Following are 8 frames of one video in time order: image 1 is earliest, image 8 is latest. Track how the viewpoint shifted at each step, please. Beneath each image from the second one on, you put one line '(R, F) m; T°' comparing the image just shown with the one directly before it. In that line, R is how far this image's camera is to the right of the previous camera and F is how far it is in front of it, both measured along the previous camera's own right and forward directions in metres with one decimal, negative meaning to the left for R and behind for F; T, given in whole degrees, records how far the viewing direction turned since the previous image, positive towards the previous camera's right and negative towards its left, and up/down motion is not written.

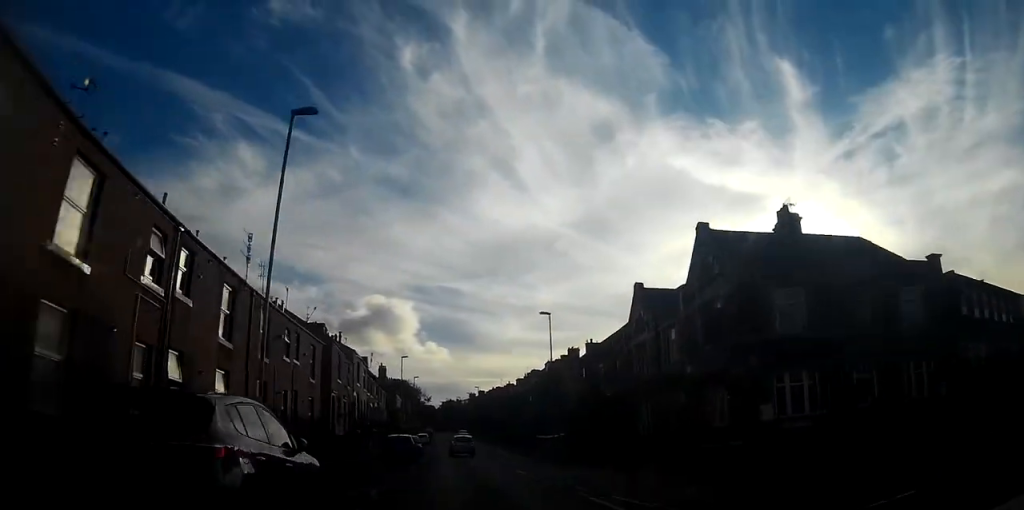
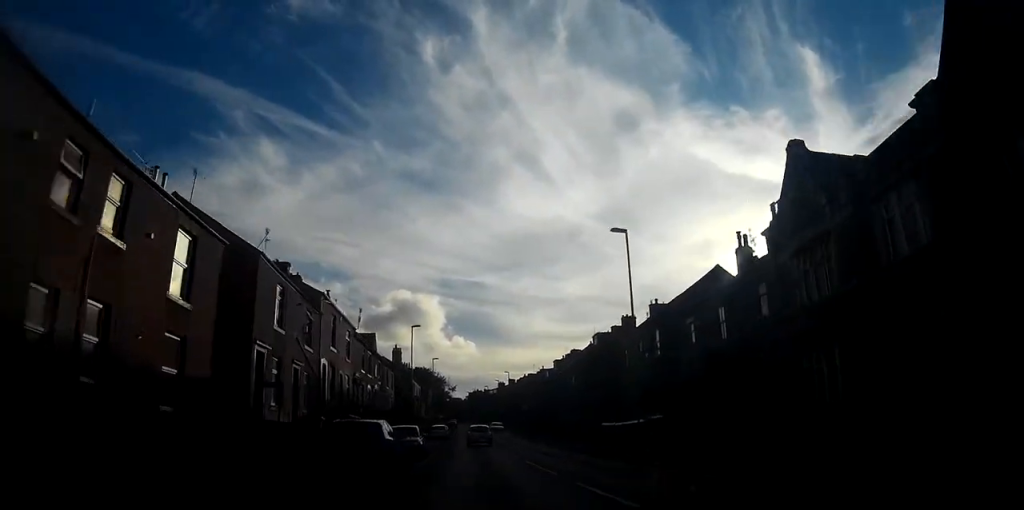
(-0.2, +17.0) m; -2°
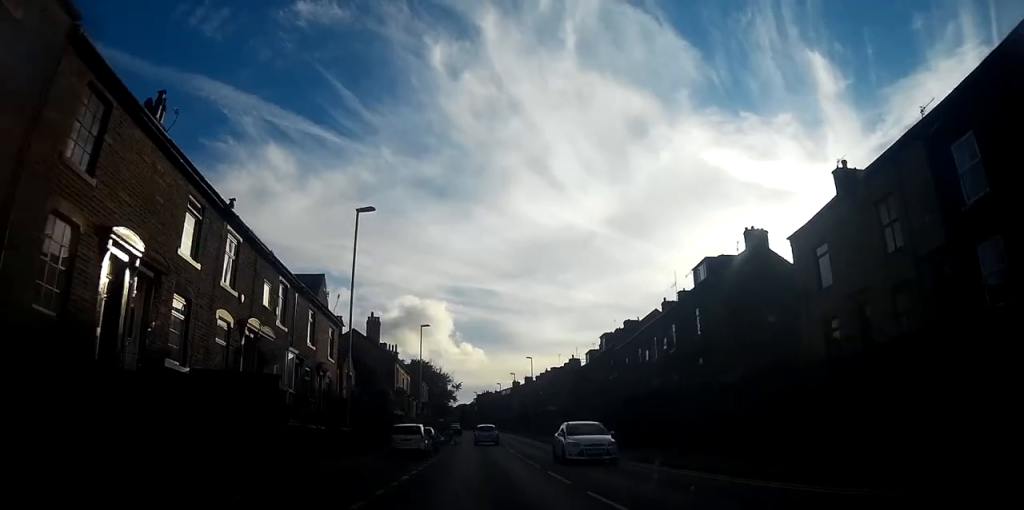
(-0.9, +31.3) m; -1°
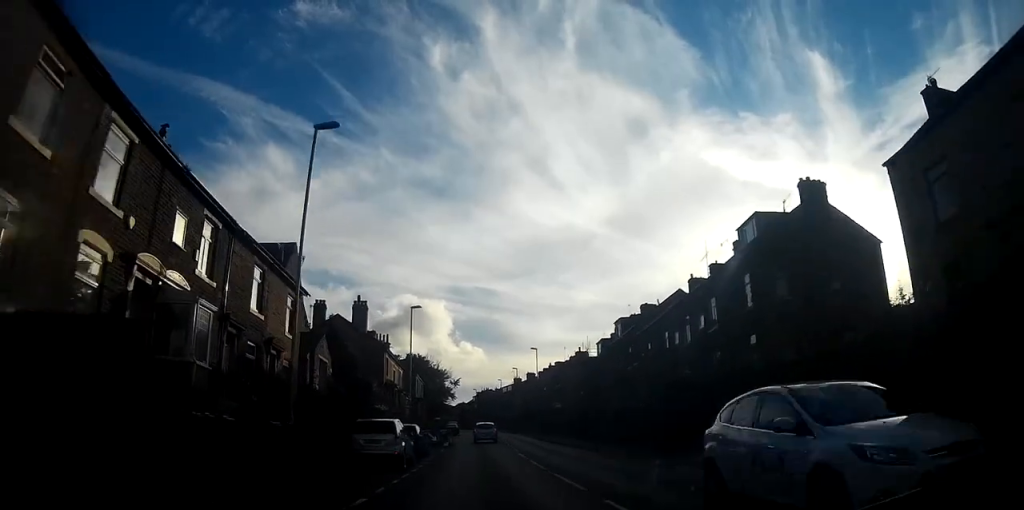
(0.0, +7.7) m; +1°
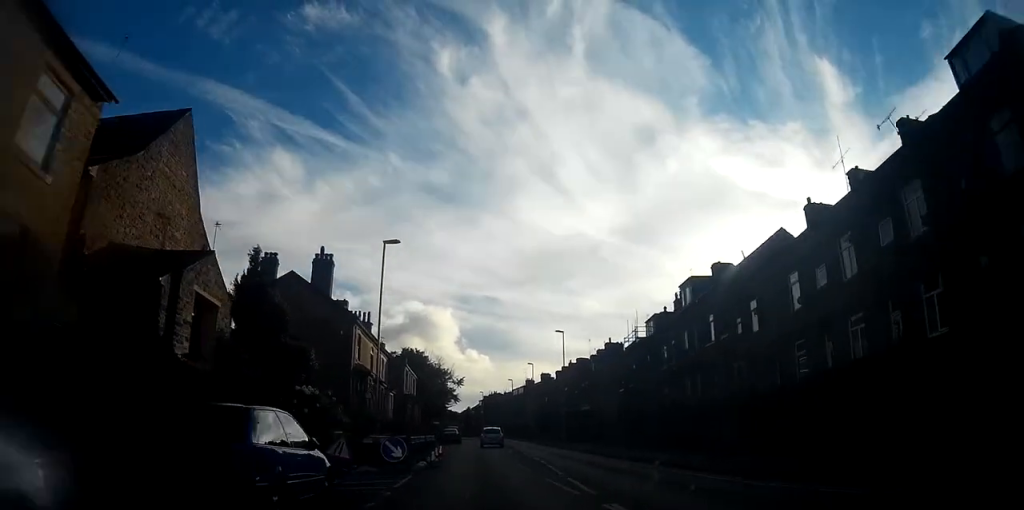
(+0.4, +18.1) m; 0°
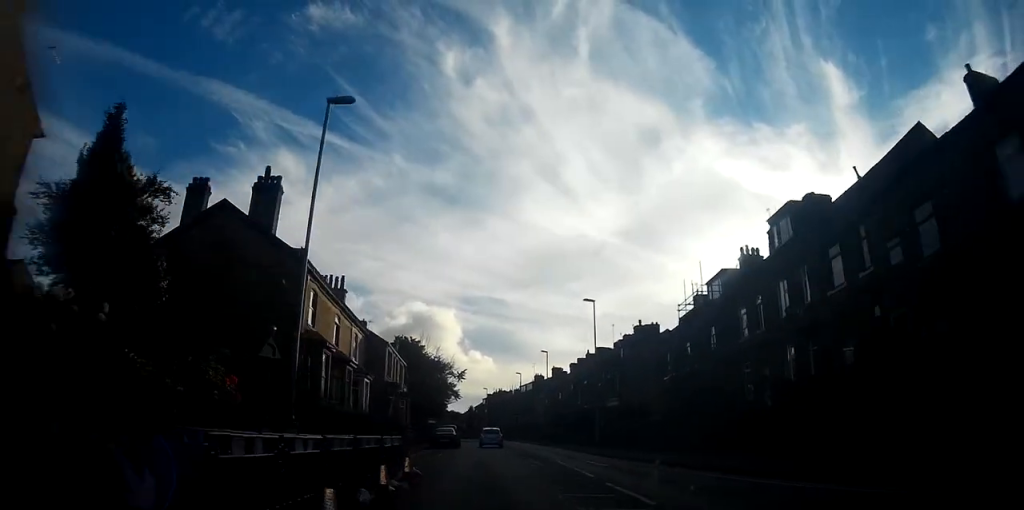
(-0.4, +13.6) m; -2°
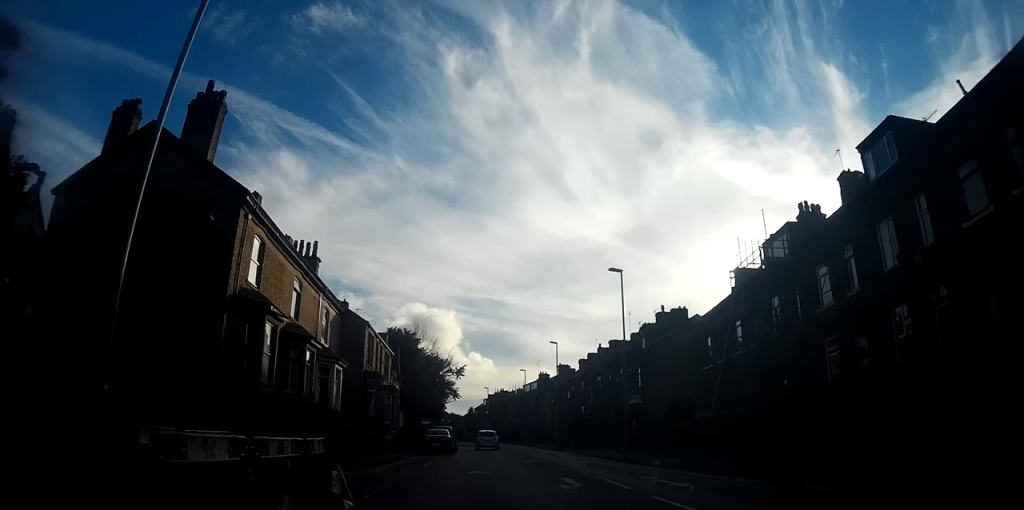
(0.0, +8.5) m; -1°
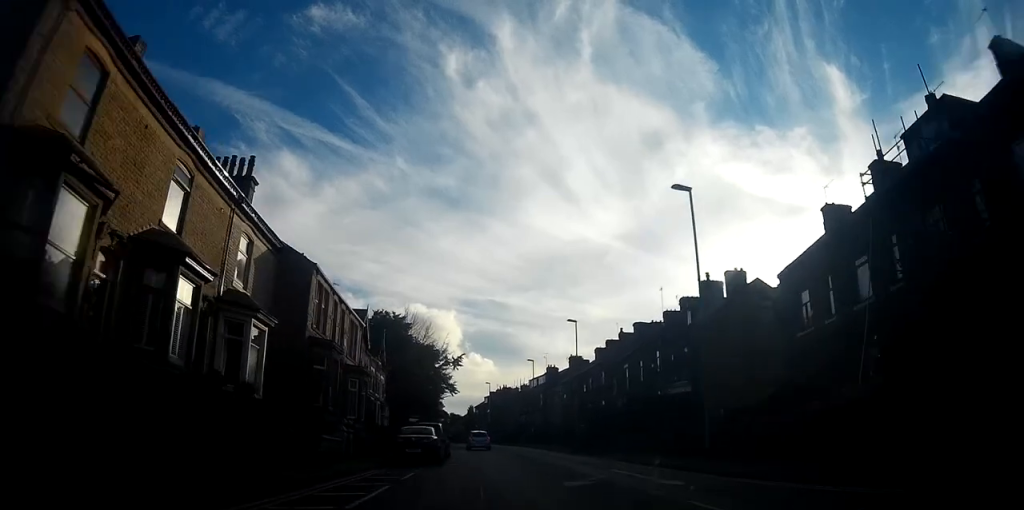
(-0.2, +12.3) m; -1°
